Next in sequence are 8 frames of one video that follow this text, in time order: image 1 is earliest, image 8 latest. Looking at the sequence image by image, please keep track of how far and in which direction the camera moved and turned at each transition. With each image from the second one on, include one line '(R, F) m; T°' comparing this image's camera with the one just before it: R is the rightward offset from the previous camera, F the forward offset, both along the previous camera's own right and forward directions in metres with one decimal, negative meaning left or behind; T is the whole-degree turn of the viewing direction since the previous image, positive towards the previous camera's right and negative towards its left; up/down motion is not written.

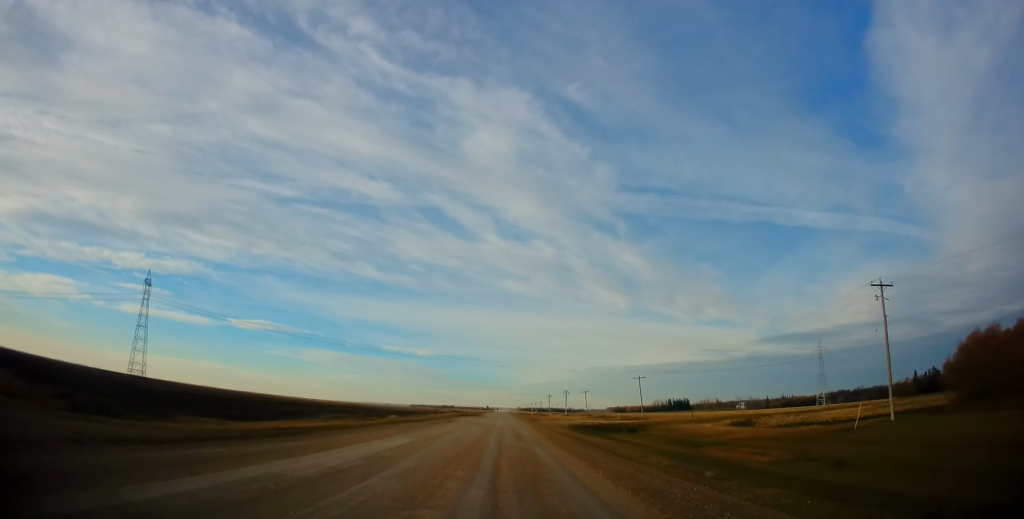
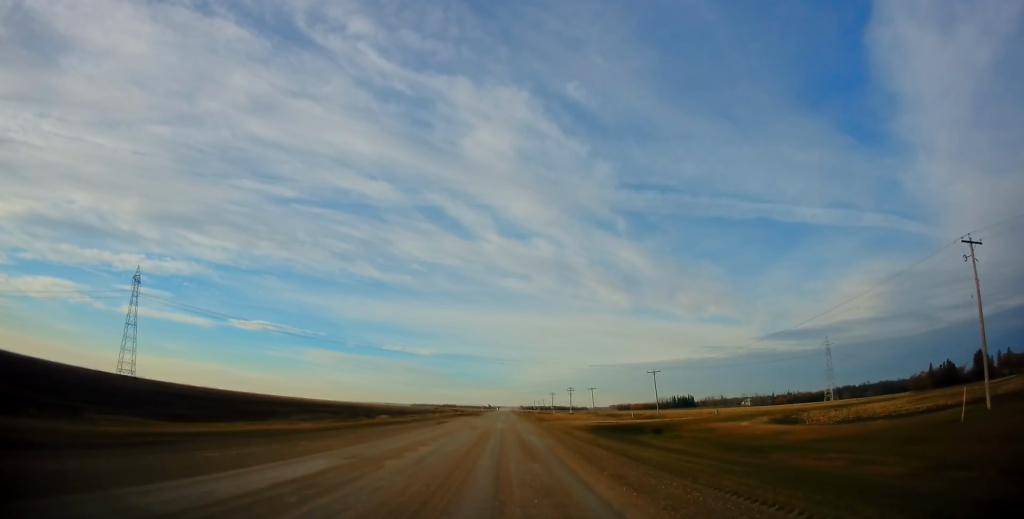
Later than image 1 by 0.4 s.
(-0.3, +11.1) m; -4°
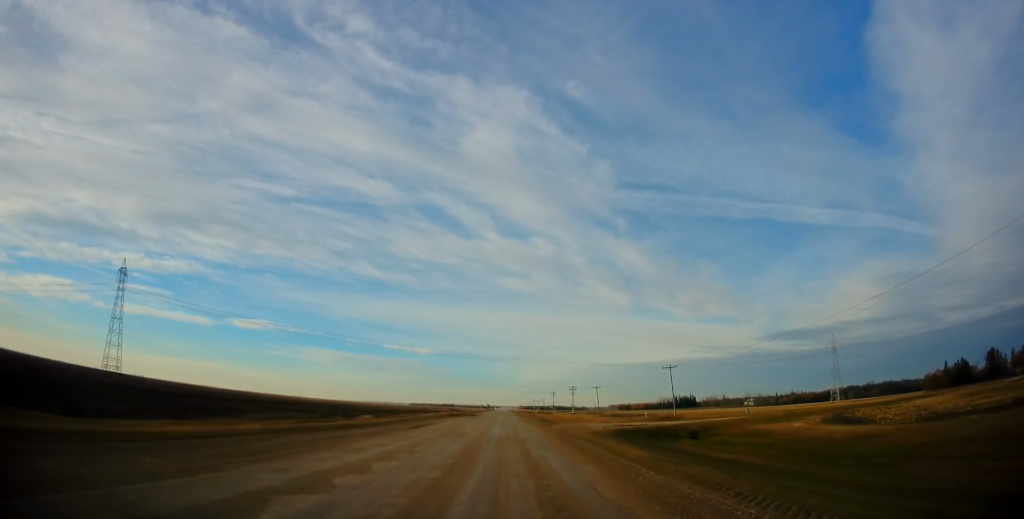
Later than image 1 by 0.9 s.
(-0.7, +12.0) m; -2°
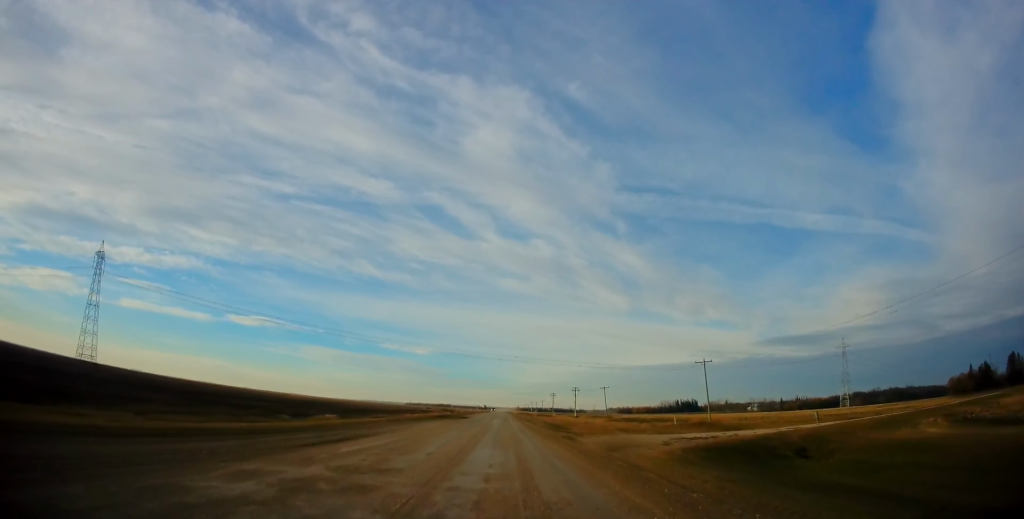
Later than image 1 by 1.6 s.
(-0.6, +18.6) m; -2°
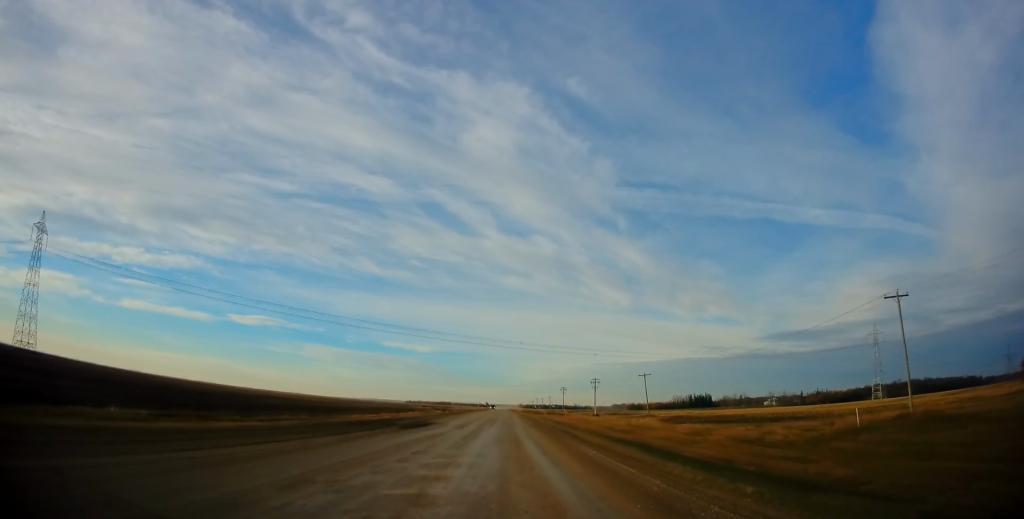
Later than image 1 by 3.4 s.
(+0.3, +42.8) m; +1°
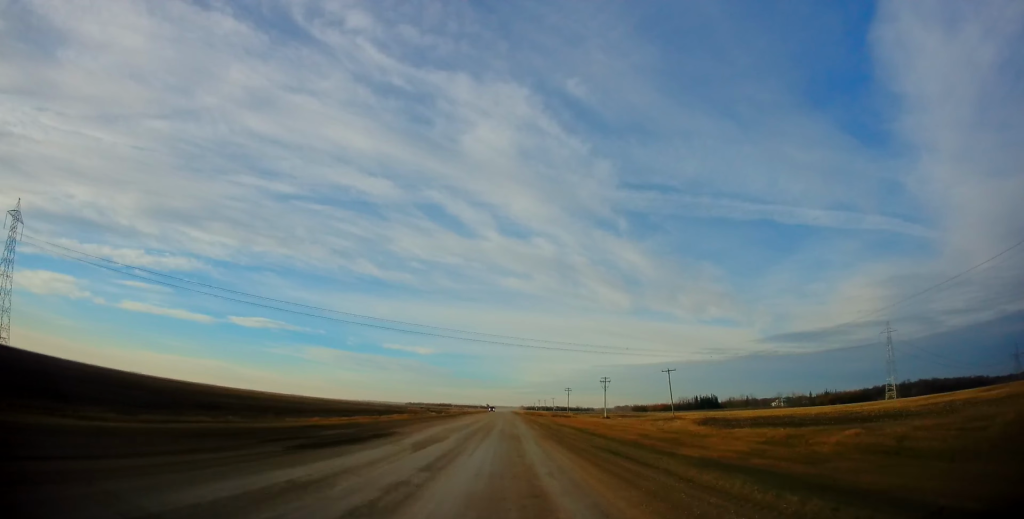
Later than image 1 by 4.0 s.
(-0.1, +16.1) m; 0°
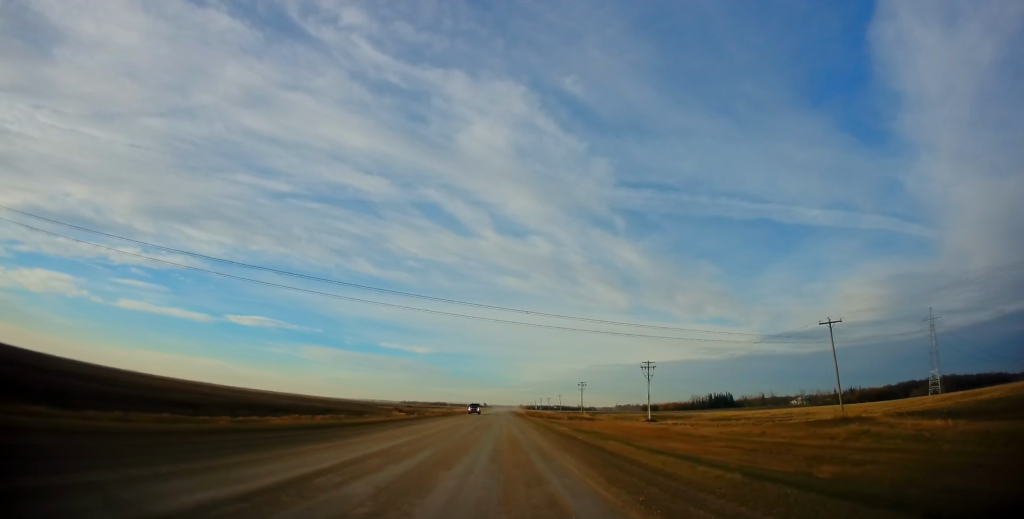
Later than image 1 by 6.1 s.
(-0.2, +50.4) m; 0°
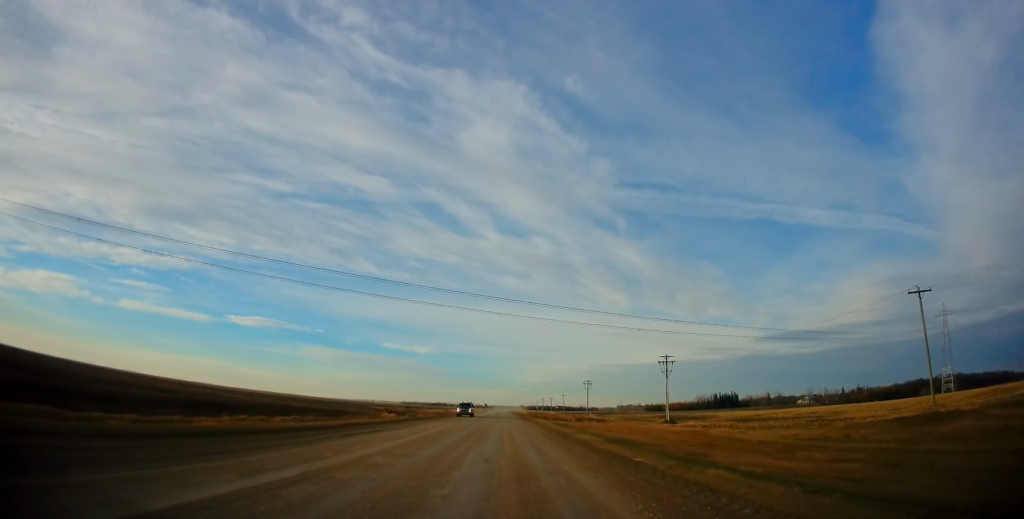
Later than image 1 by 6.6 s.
(0.0, +11.8) m; 0°
